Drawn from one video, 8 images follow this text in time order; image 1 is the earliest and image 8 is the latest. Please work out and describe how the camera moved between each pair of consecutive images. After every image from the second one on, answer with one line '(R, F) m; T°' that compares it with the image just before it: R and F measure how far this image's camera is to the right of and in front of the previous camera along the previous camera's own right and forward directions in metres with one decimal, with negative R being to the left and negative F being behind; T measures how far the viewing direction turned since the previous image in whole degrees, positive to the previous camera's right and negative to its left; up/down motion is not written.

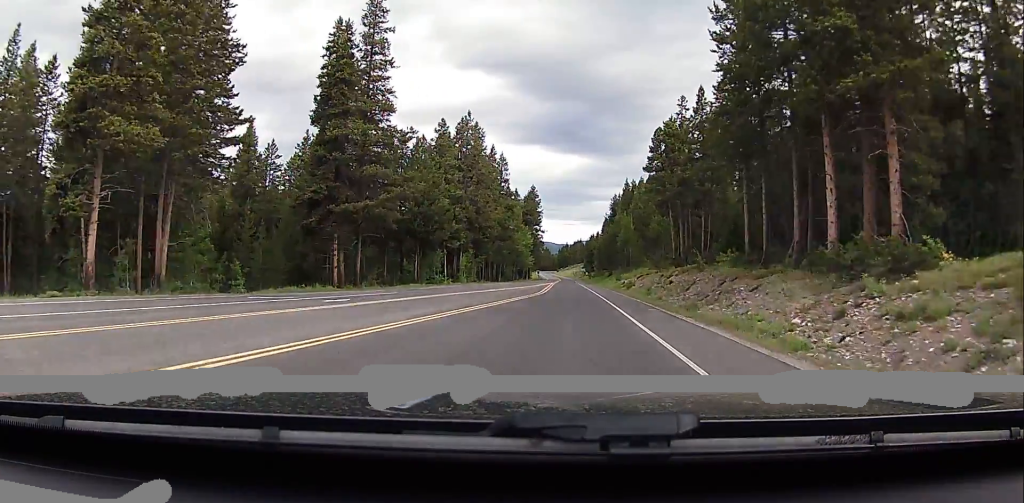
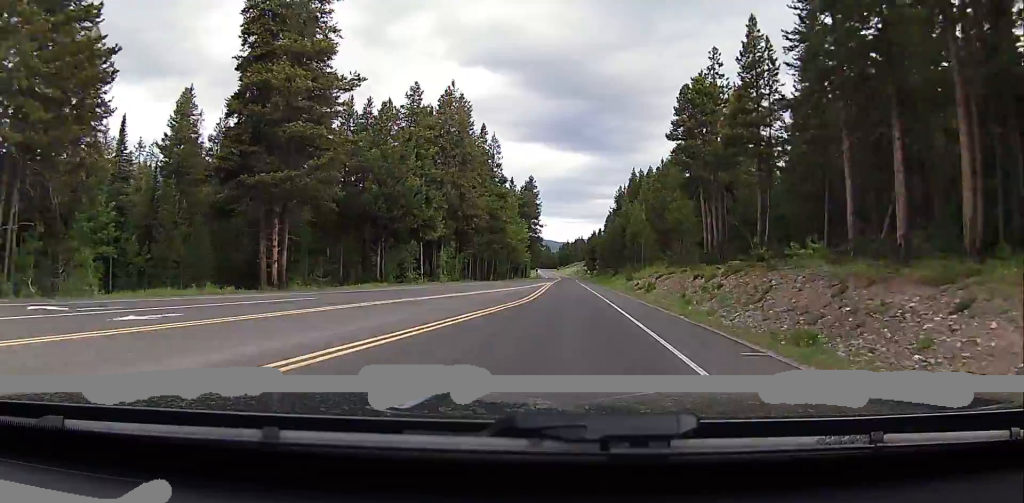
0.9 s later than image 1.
(0.0, +14.1) m; 0°
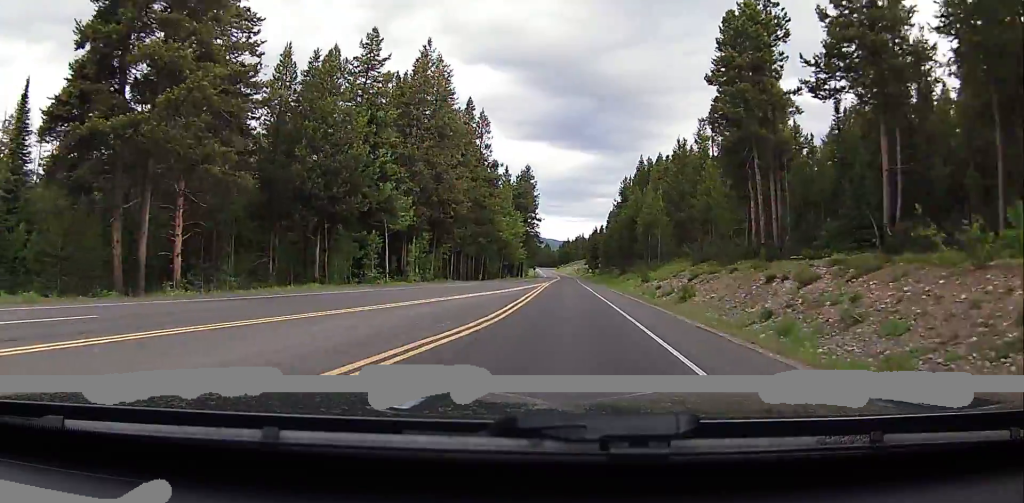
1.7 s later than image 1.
(0.0, +13.9) m; 0°
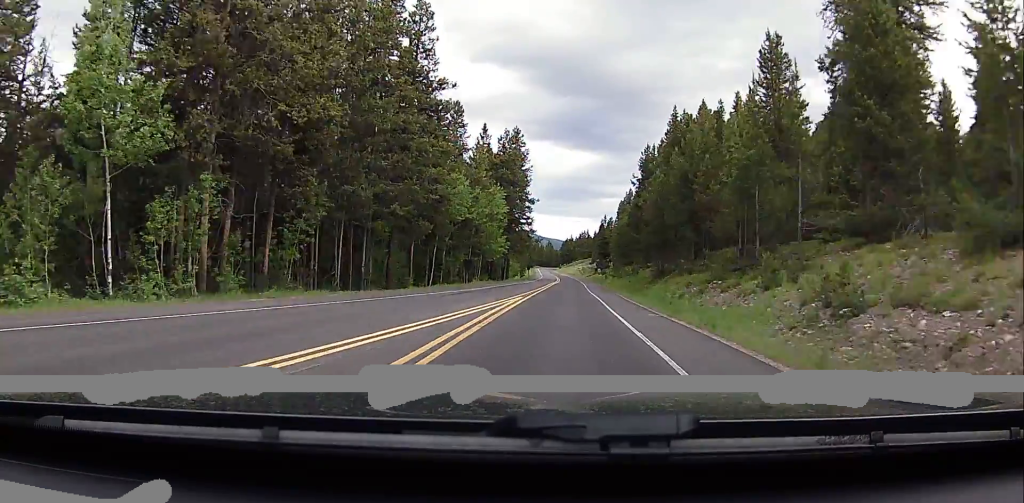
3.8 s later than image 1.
(-0.3, +37.7) m; -1°
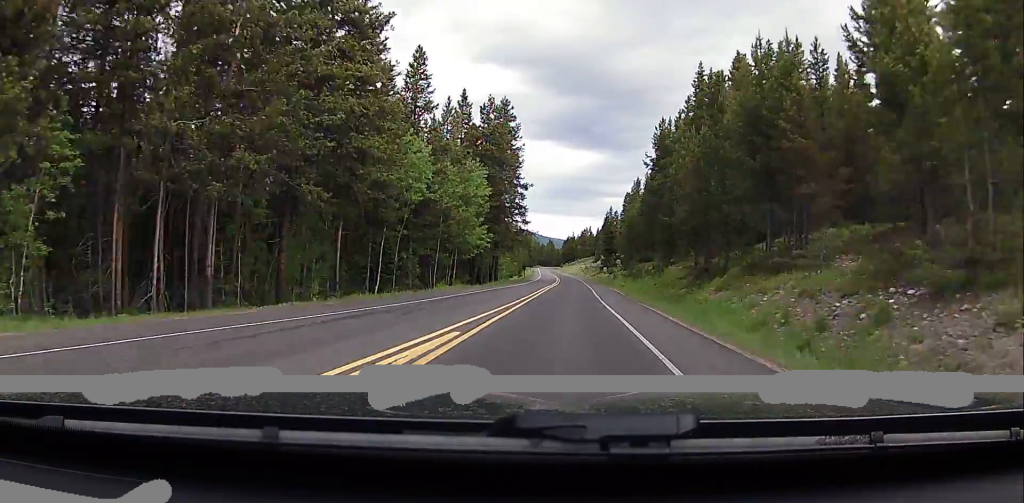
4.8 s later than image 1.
(0.0, +18.5) m; 0°
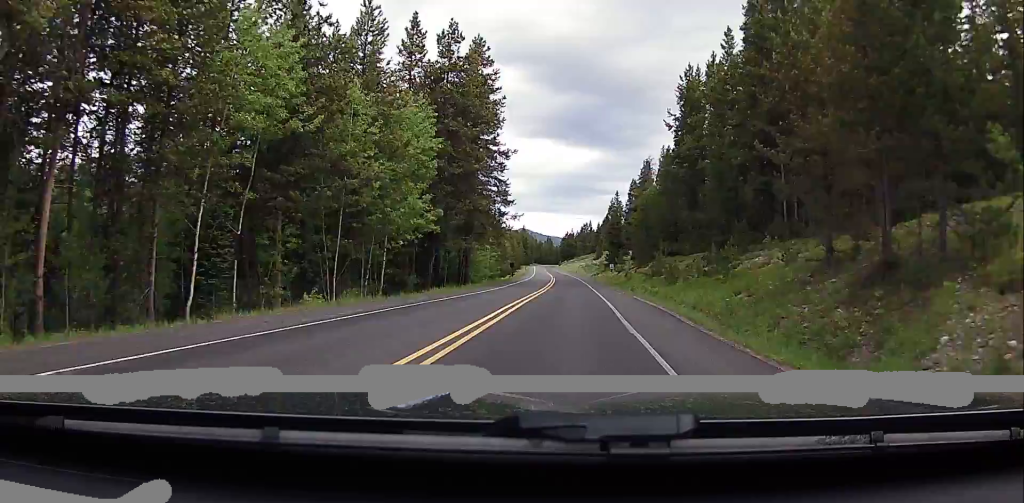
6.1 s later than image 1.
(-0.1, +23.7) m; 0°
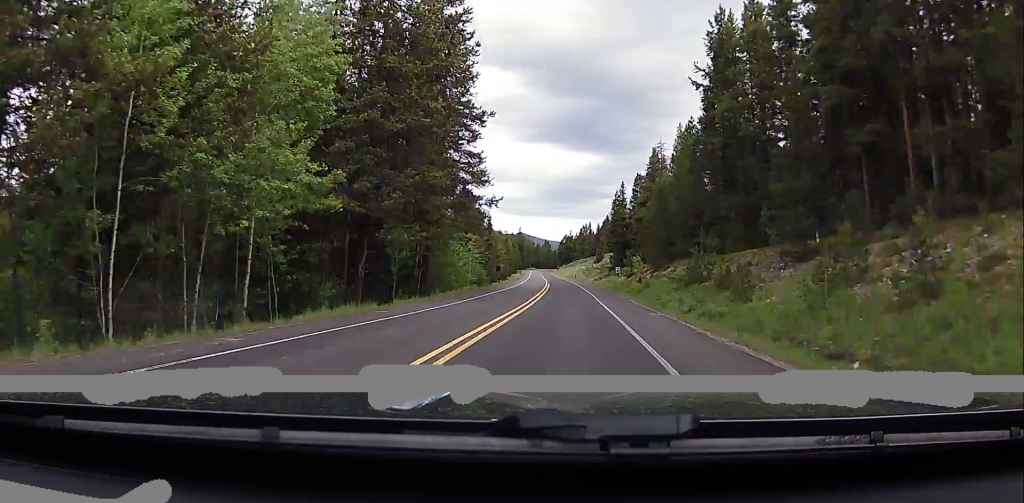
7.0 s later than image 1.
(+0.2, +17.1) m; +1°
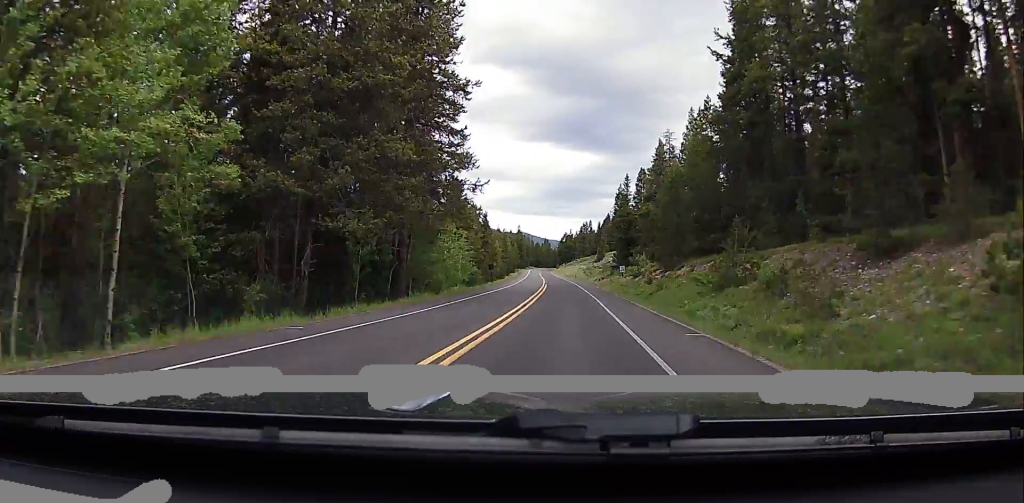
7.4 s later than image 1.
(0.0, +7.7) m; 0°
